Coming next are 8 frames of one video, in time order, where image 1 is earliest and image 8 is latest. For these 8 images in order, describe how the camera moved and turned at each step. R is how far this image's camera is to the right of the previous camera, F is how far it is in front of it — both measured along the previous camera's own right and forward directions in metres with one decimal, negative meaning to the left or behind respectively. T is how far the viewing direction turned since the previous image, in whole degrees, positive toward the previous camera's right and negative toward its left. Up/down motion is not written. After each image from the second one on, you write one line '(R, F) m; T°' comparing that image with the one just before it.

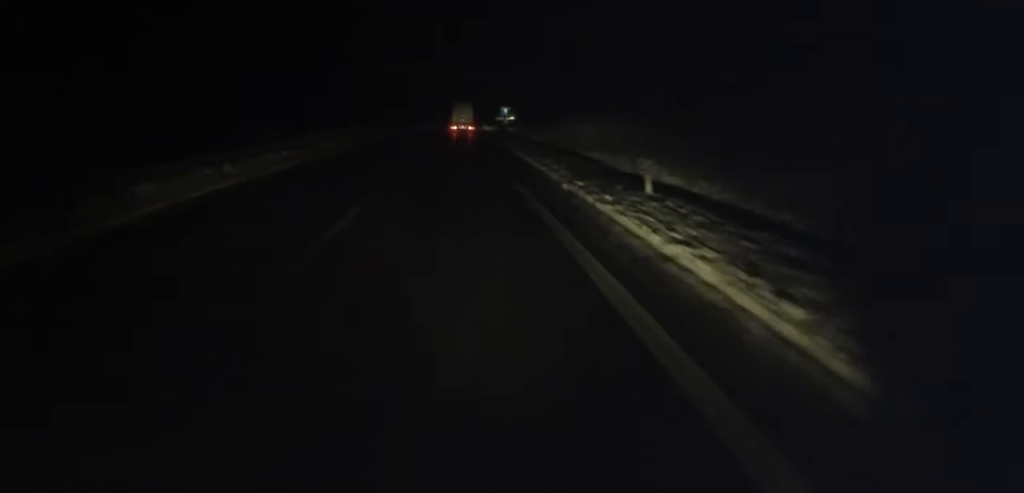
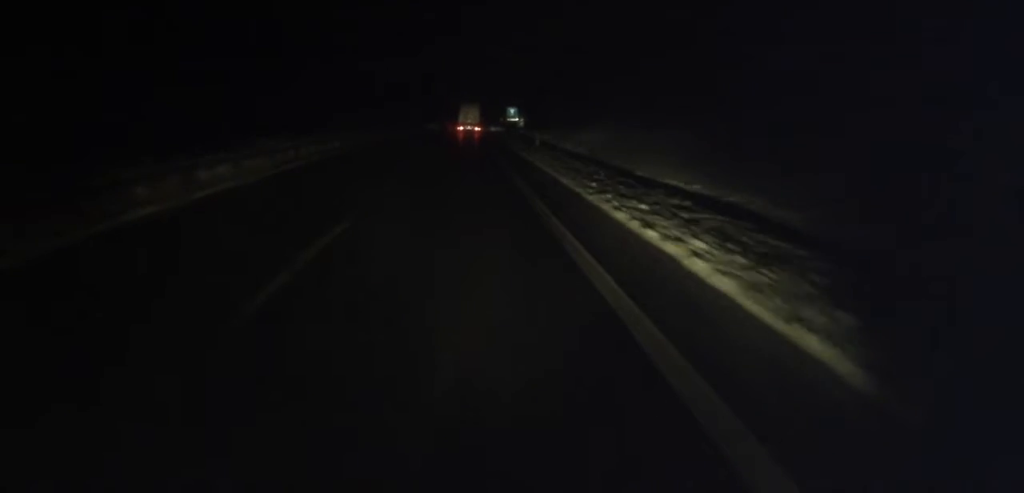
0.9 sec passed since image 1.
(0.0, +20.2) m; +1°
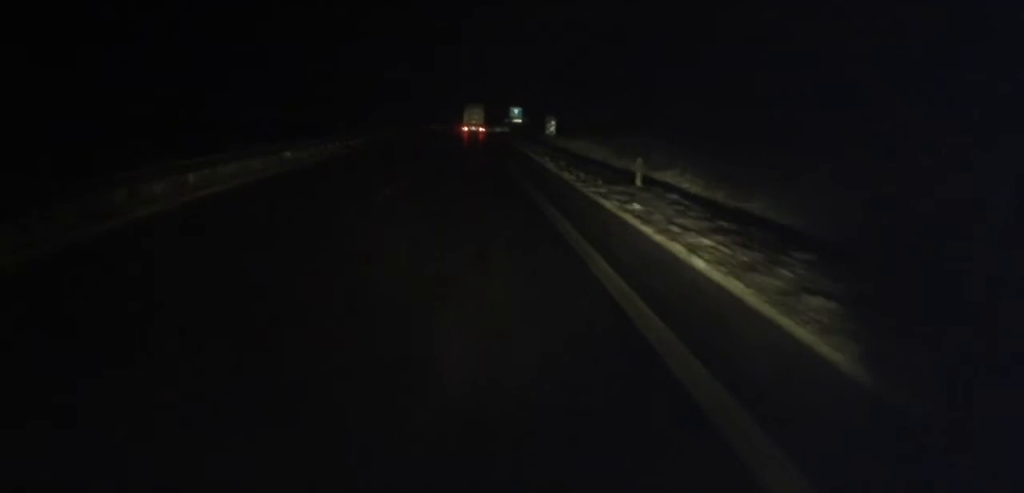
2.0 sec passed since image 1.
(+0.6, +27.1) m; 0°
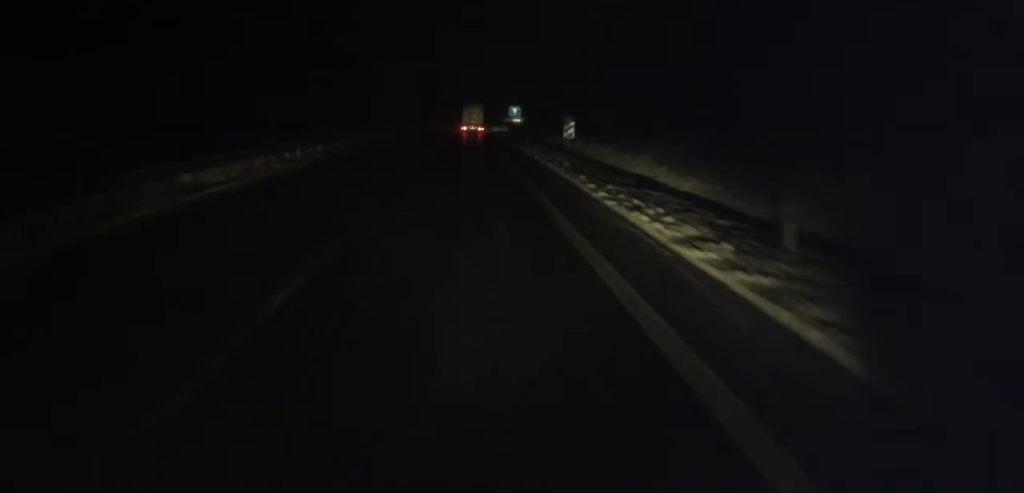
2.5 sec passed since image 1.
(-0.1, +10.0) m; 0°
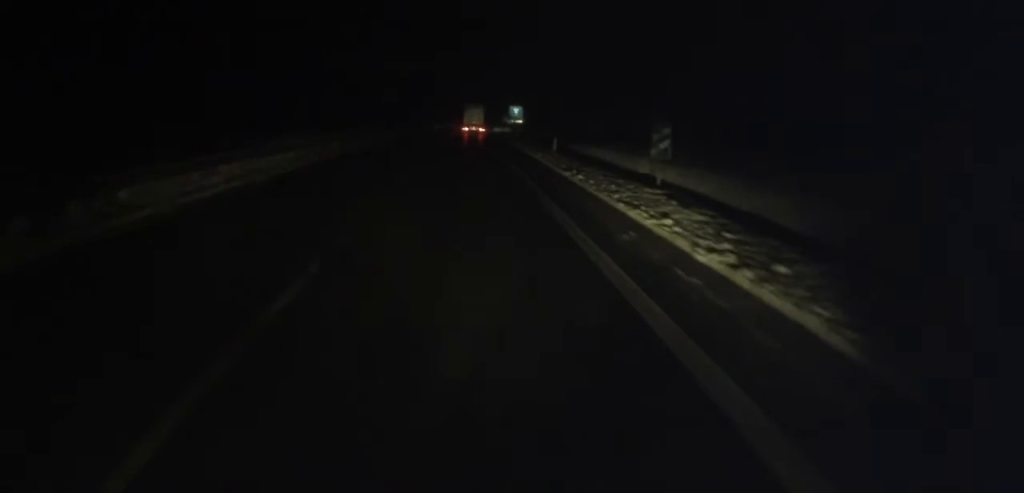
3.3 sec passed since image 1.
(-0.3, +19.4) m; 0°
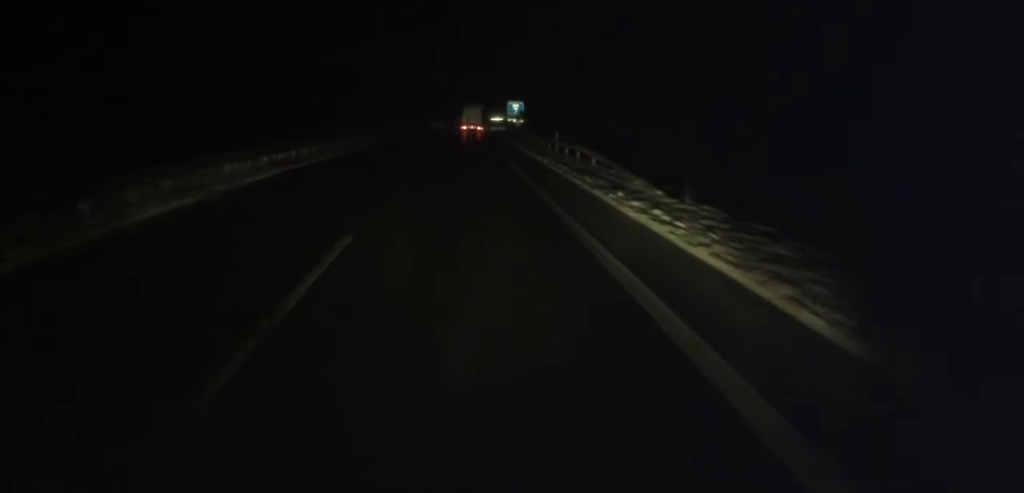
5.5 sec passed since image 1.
(+0.2, +51.1) m; +1°
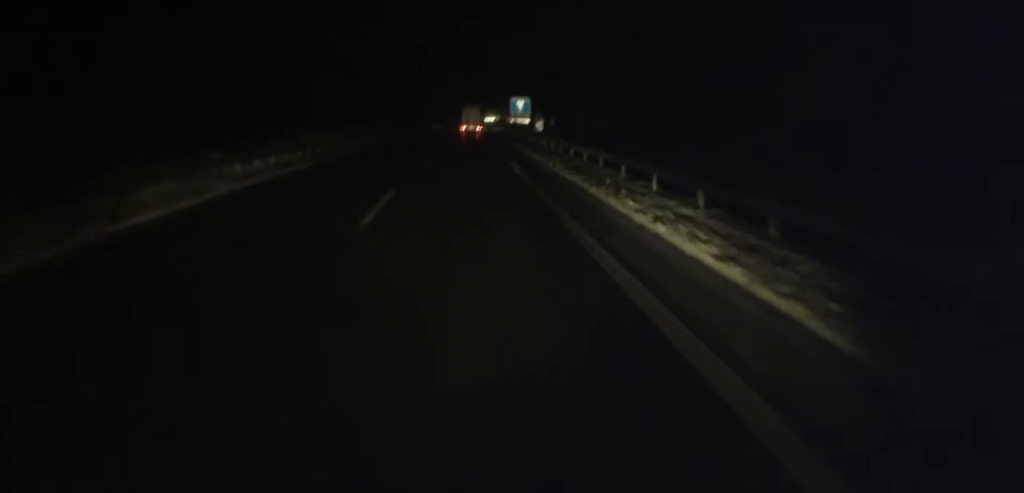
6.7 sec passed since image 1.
(+0.4, +28.9) m; +1°
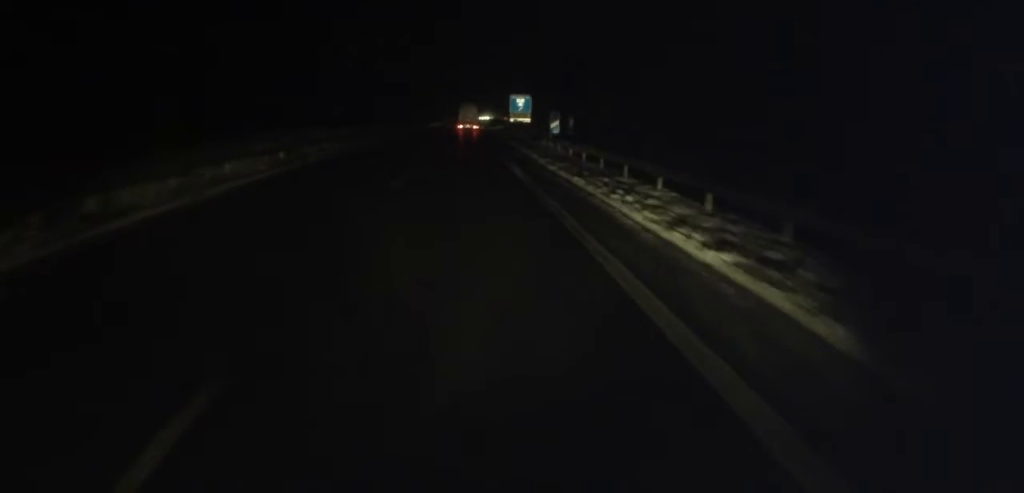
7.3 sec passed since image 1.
(0.0, +12.5) m; 0°
